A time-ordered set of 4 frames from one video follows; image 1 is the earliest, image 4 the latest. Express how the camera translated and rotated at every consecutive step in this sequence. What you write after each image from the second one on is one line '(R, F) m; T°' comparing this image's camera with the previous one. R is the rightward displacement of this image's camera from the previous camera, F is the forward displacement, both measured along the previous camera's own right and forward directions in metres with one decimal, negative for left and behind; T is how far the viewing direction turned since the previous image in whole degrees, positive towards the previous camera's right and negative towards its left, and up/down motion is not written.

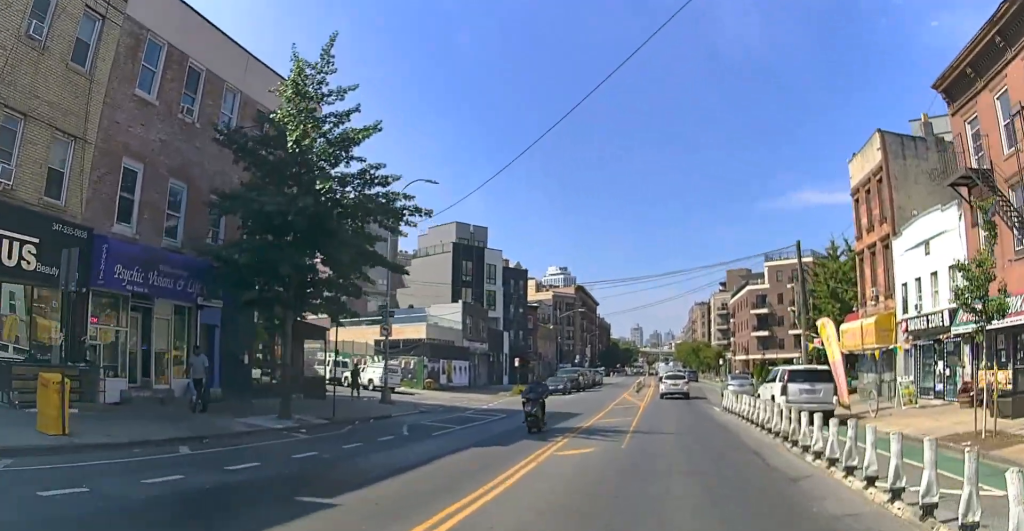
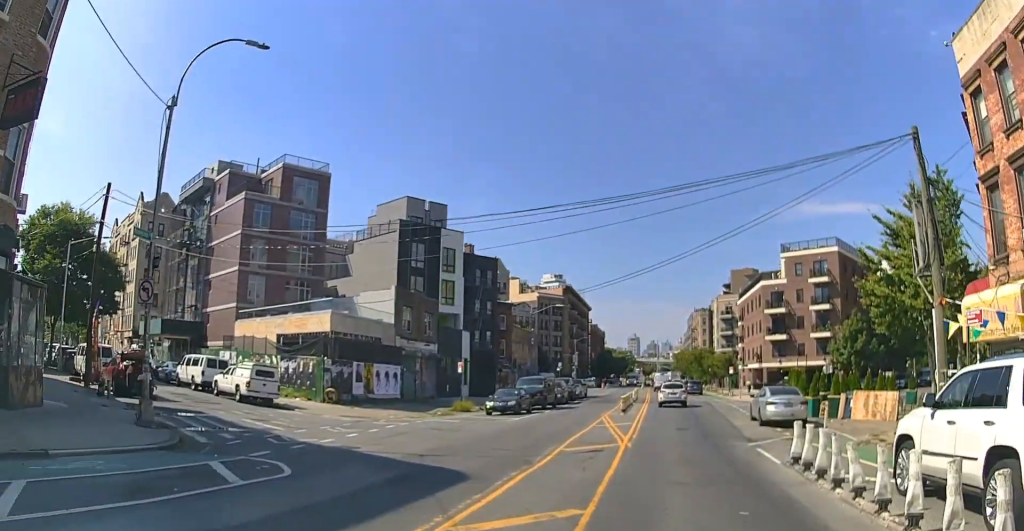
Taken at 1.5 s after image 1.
(-0.1, +15.2) m; 0°
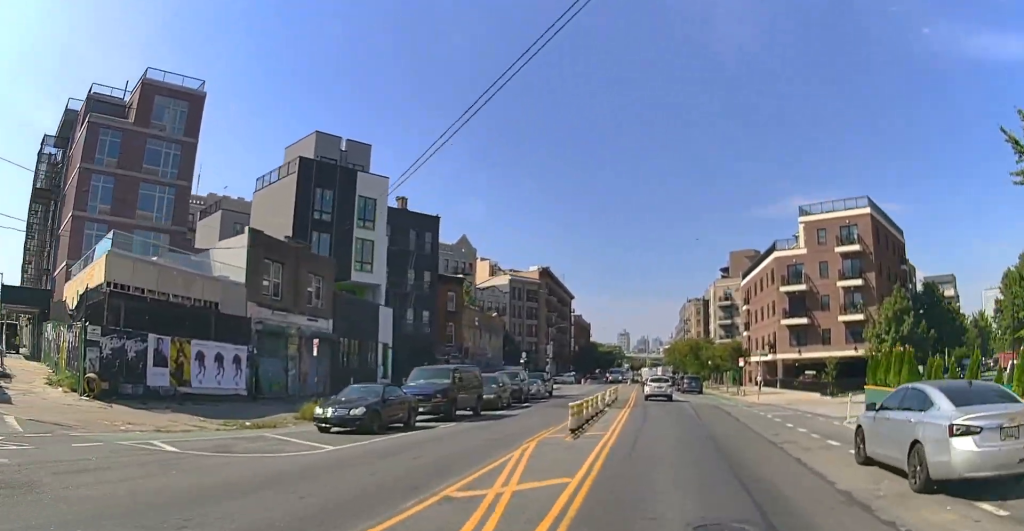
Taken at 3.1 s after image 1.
(+0.1, +16.6) m; +1°
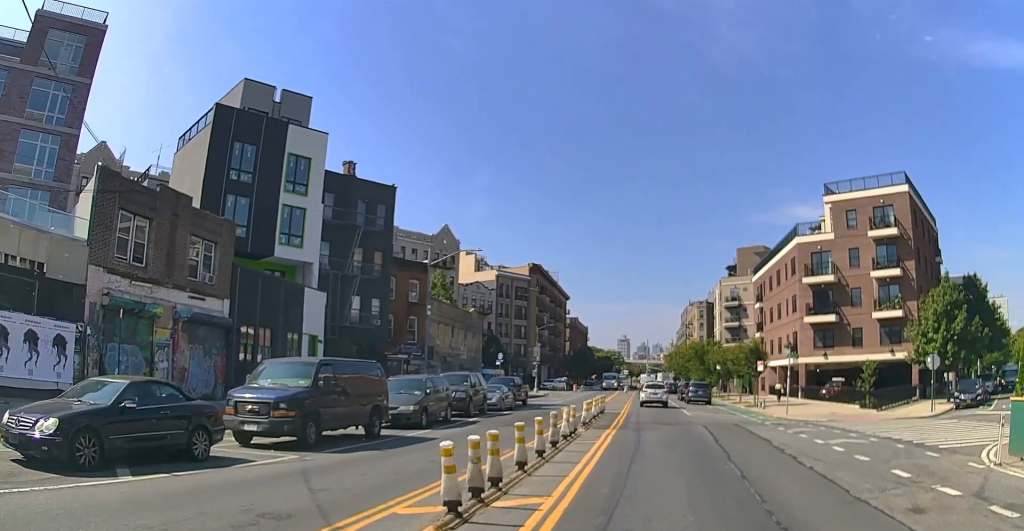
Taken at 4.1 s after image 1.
(0.0, +10.3) m; 0°
